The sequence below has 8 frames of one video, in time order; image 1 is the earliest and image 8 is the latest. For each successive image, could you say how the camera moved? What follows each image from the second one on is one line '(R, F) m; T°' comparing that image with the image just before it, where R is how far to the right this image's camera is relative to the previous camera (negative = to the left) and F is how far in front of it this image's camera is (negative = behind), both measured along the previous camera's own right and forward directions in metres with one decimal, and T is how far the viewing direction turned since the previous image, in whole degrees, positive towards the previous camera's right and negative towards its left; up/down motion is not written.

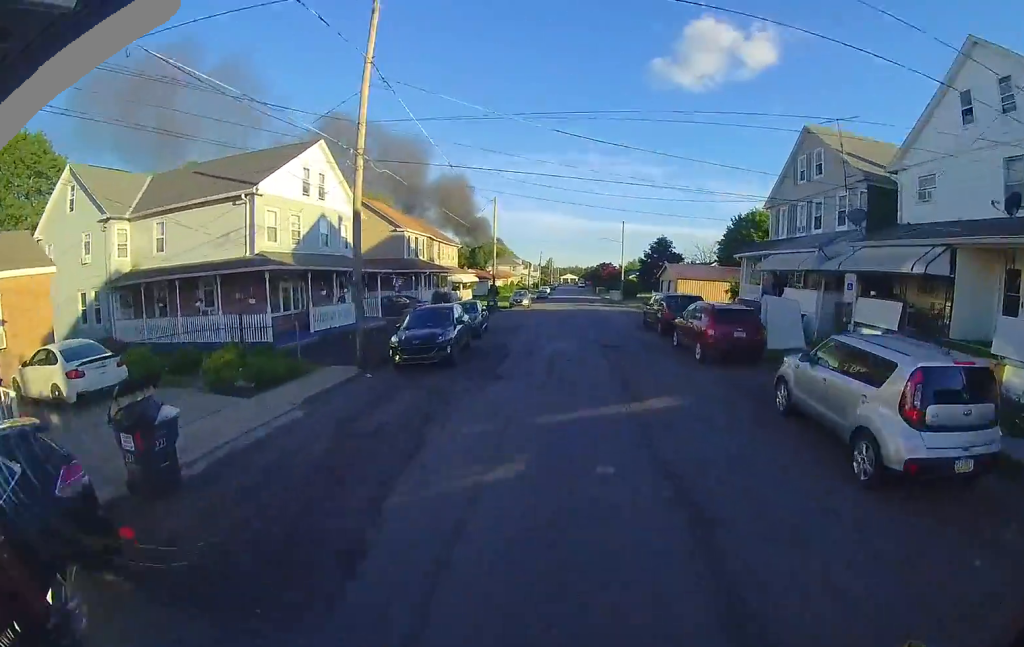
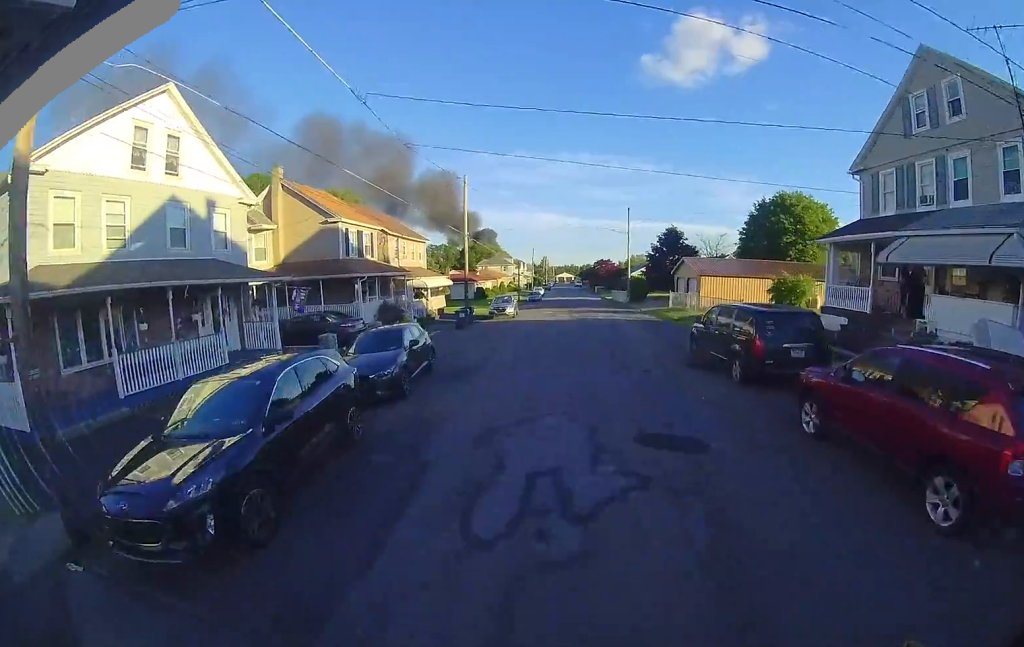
(-0.1, +8.2) m; -2°
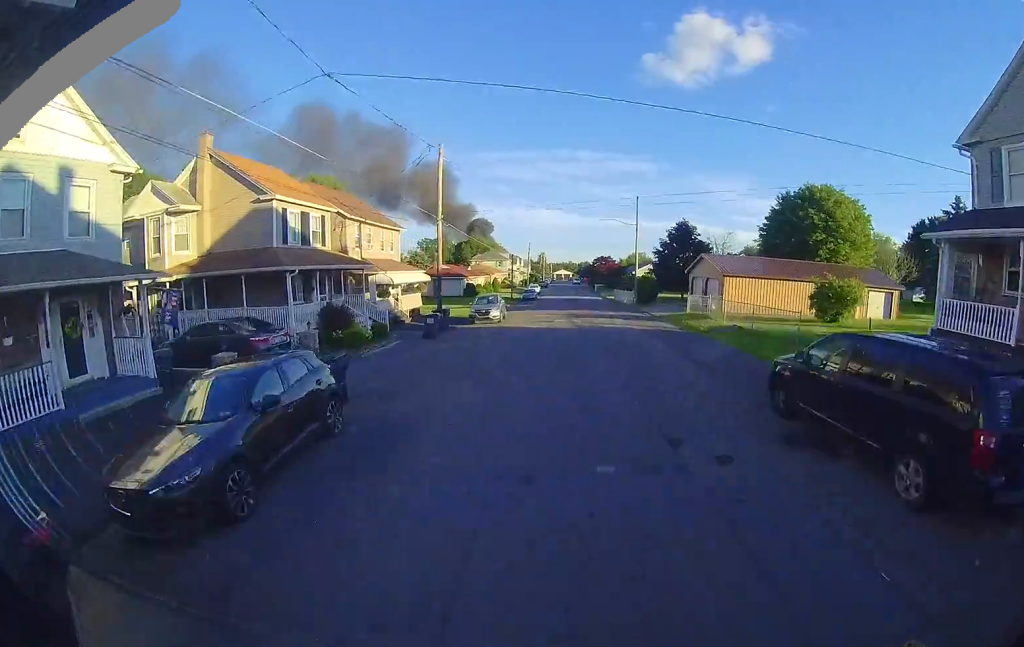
(-0.2, +5.0) m; 0°
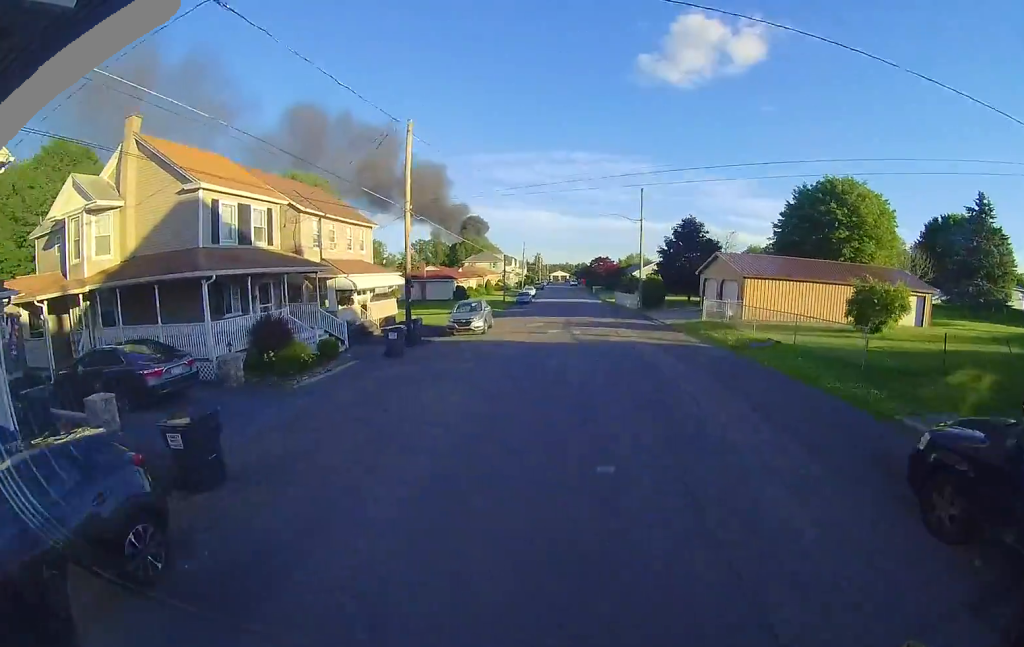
(+0.1, +3.6) m; +1°
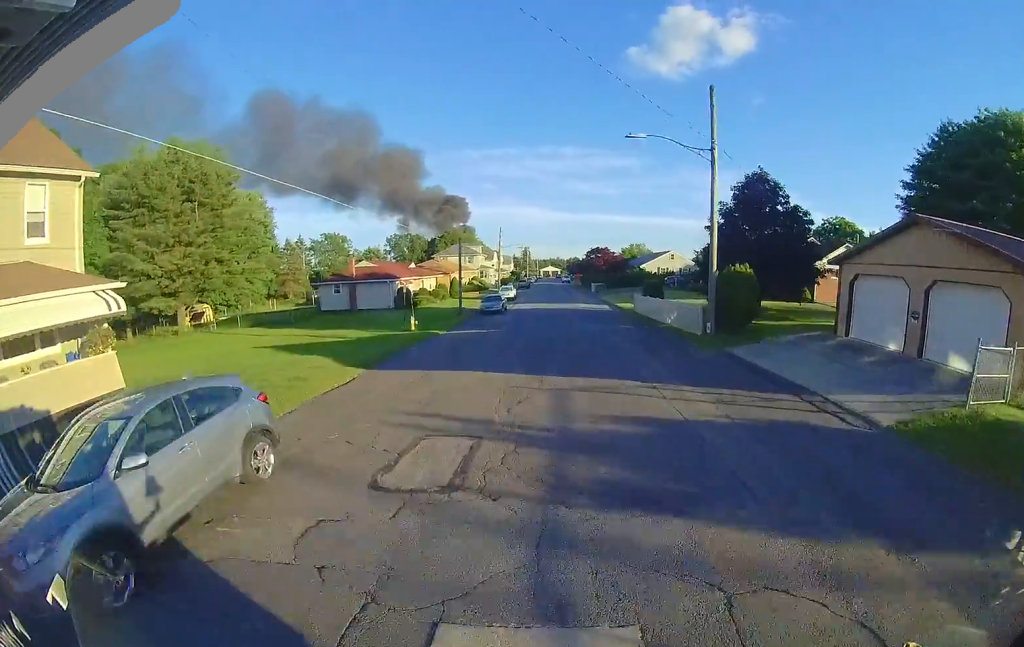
(+0.5, +16.8) m; +1°
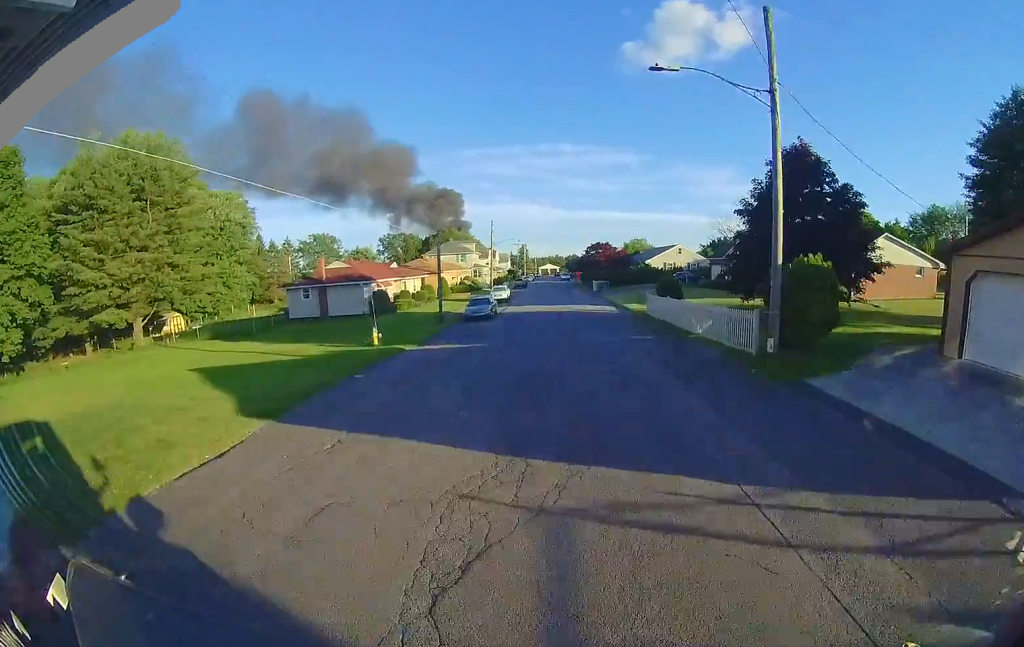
(+0.1, +4.9) m; -1°
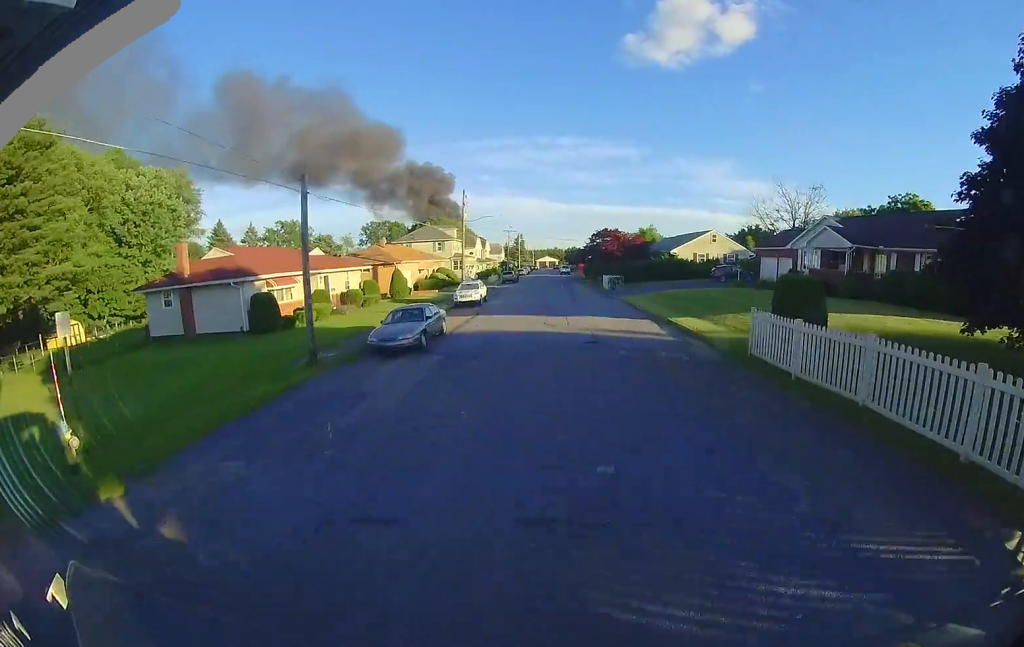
(-0.2, +13.8) m; +2°
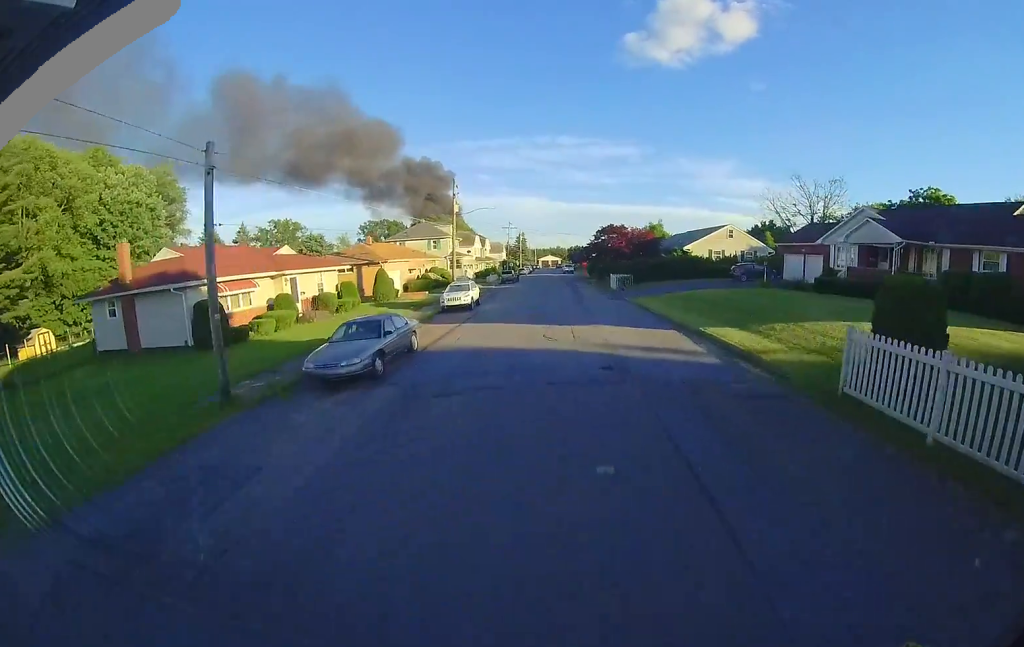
(+0.2, +3.9) m; +2°
